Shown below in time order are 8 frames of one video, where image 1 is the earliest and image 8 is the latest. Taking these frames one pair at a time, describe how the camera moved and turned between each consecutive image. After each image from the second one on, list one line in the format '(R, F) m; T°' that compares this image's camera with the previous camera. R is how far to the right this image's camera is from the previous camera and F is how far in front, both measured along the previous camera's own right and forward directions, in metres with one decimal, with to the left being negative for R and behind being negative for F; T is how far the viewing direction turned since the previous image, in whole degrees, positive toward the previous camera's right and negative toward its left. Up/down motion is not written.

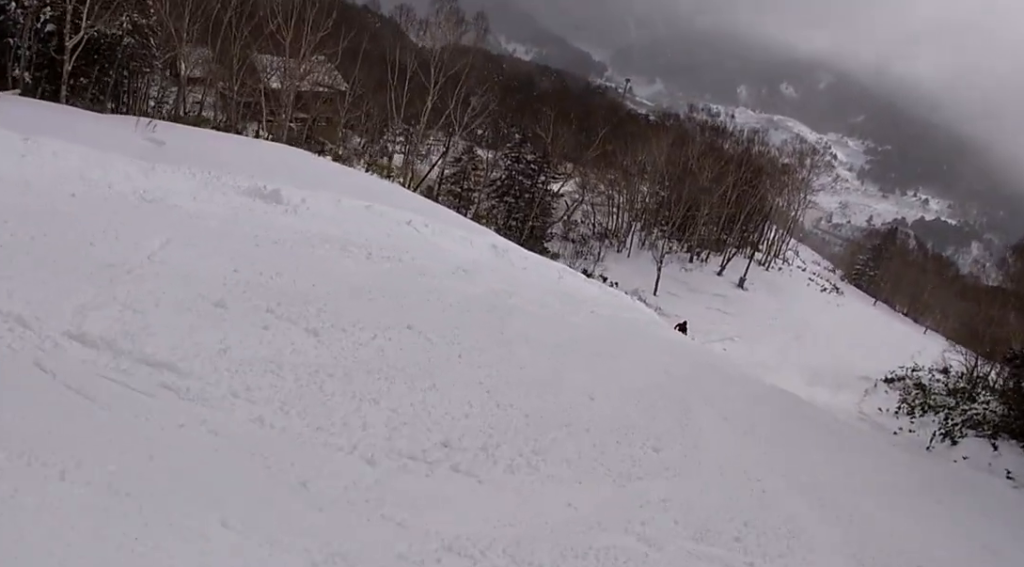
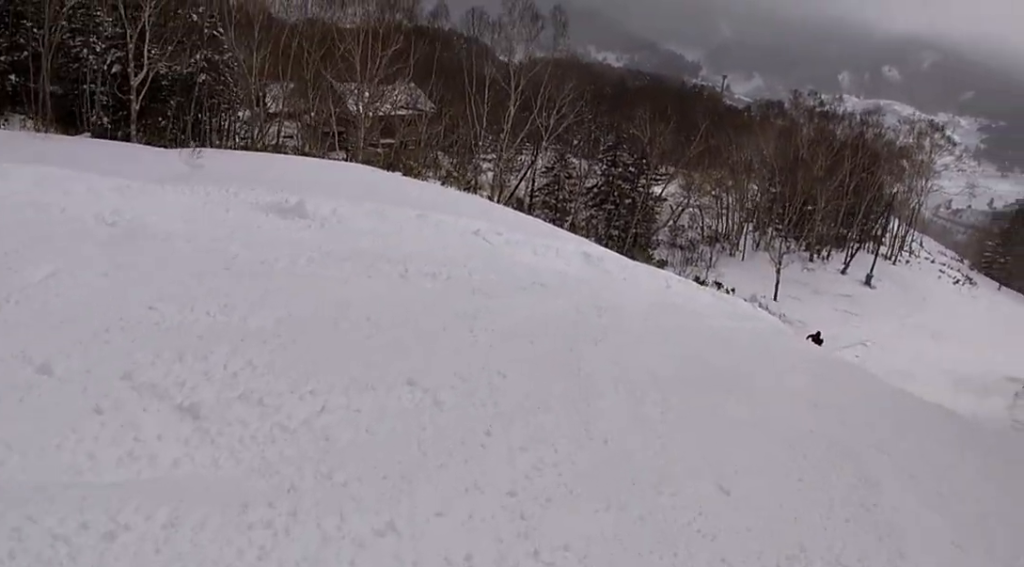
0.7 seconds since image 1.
(-0.8, +2.7) m; -10°
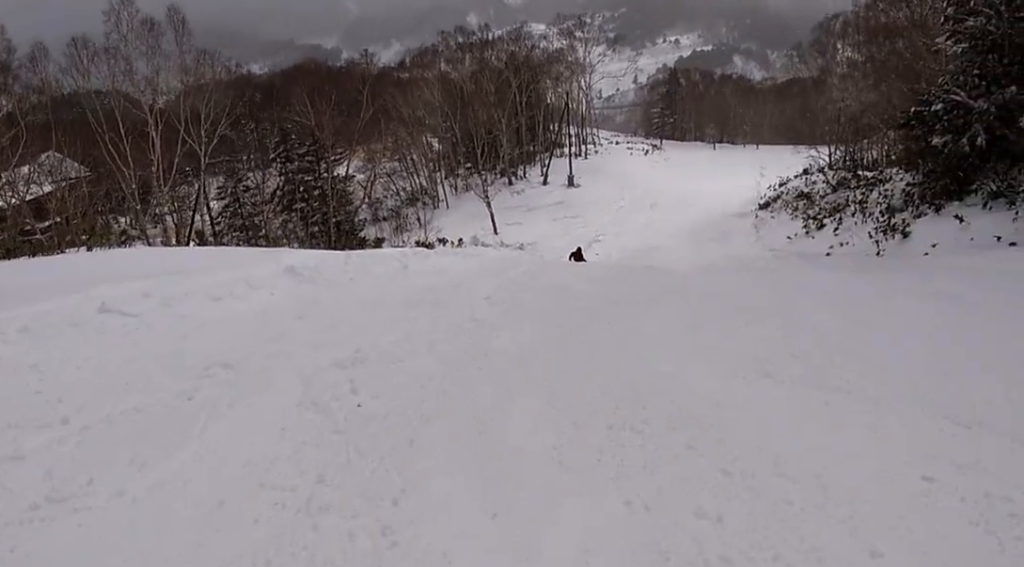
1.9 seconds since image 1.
(+1.3, +5.0) m; +32°
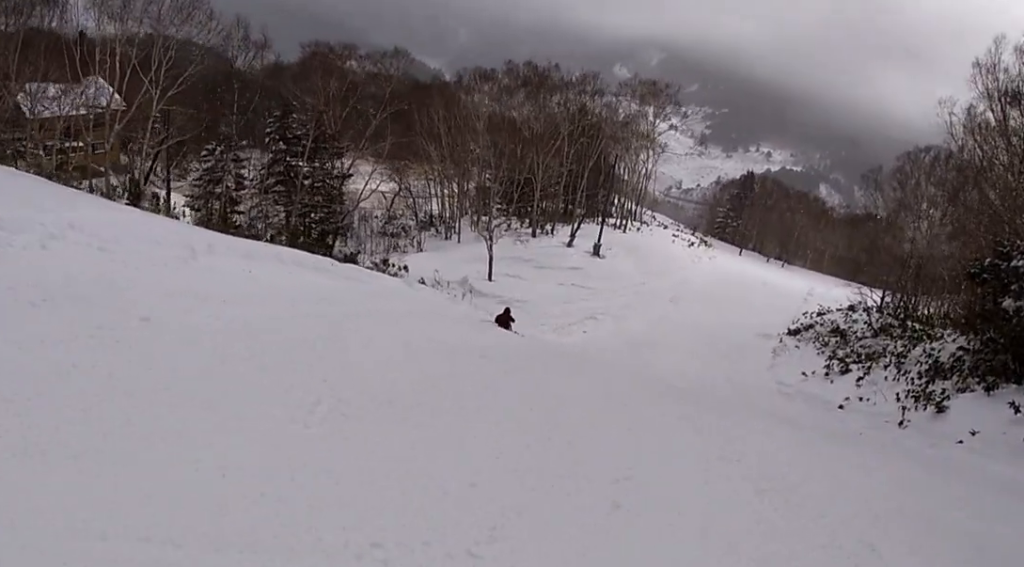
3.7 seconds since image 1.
(+1.7, +8.0) m; 0°
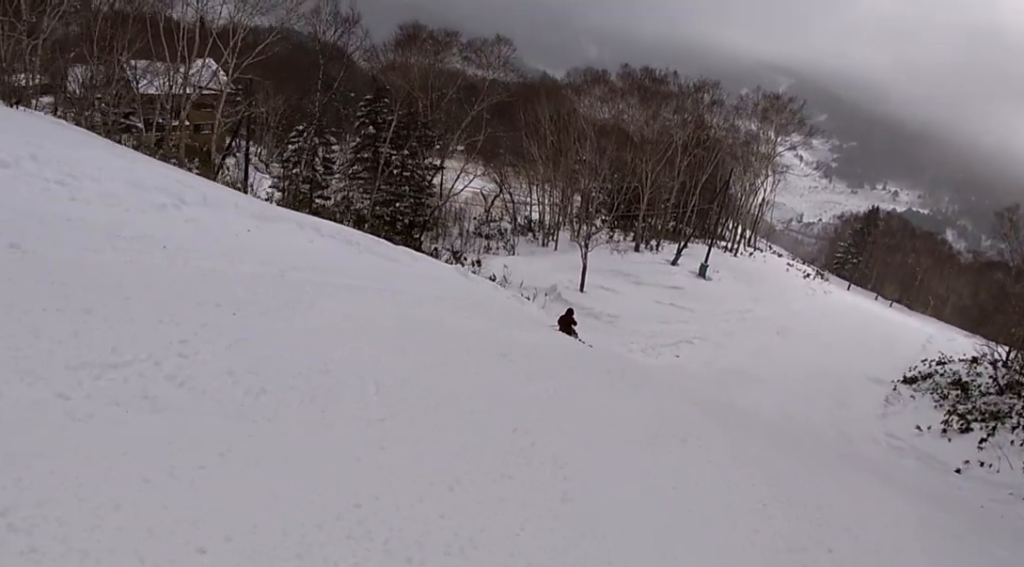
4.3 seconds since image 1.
(-0.3, +3.1) m; -10°
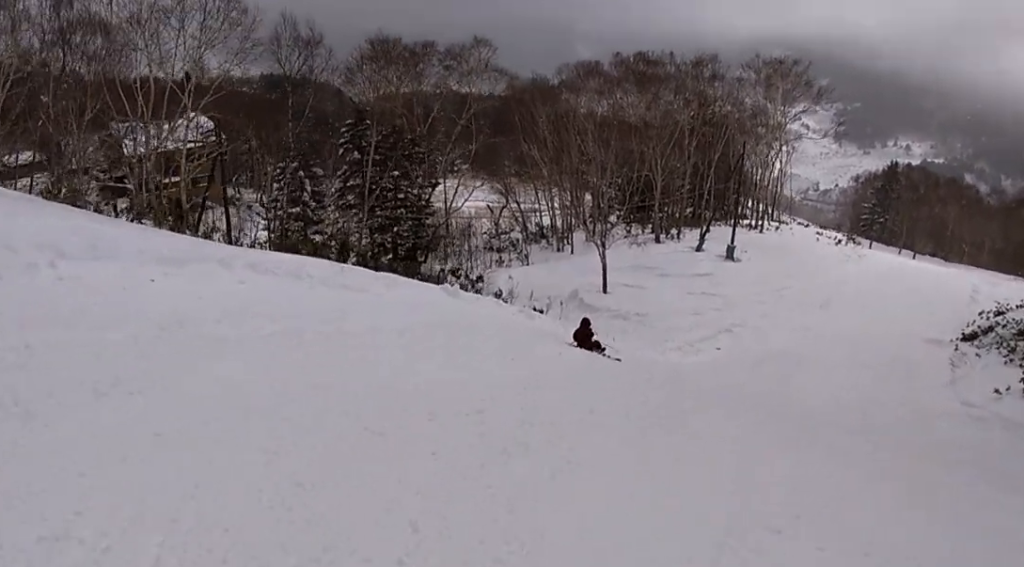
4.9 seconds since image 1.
(-0.3, +3.3) m; -4°
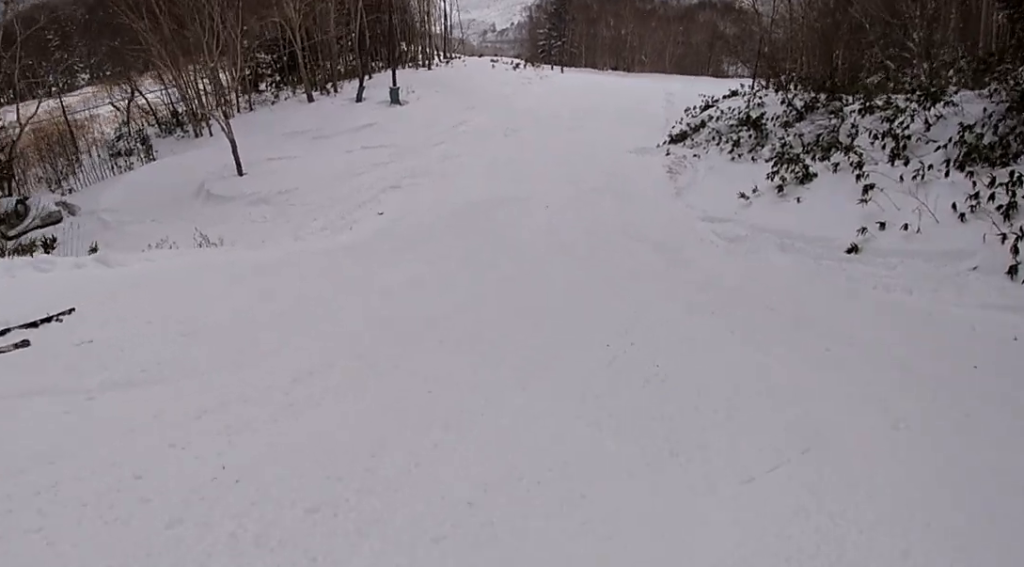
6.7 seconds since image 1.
(+1.6, +11.4) m; +12°
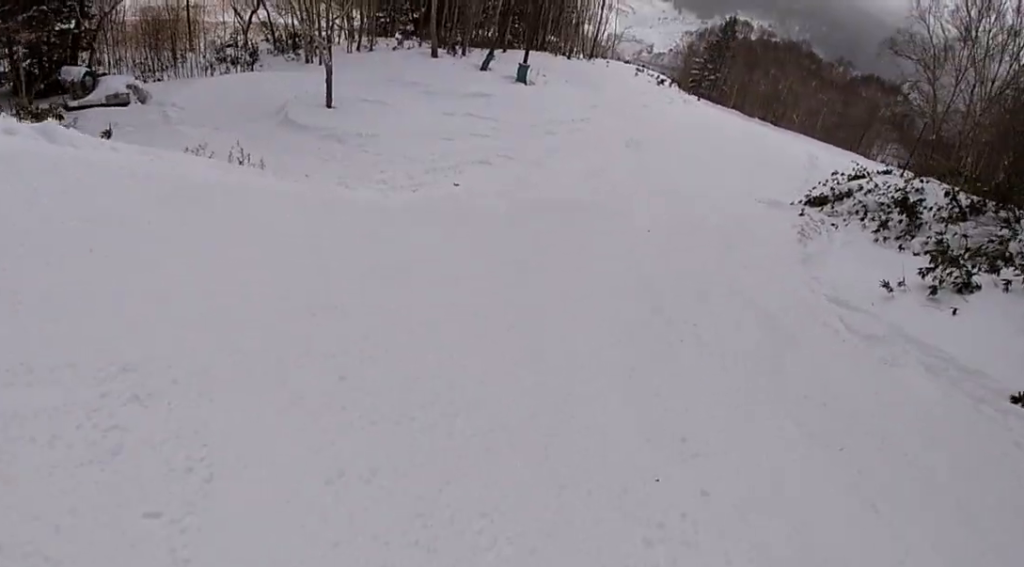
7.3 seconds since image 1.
(-0.5, +4.5) m; -3°
